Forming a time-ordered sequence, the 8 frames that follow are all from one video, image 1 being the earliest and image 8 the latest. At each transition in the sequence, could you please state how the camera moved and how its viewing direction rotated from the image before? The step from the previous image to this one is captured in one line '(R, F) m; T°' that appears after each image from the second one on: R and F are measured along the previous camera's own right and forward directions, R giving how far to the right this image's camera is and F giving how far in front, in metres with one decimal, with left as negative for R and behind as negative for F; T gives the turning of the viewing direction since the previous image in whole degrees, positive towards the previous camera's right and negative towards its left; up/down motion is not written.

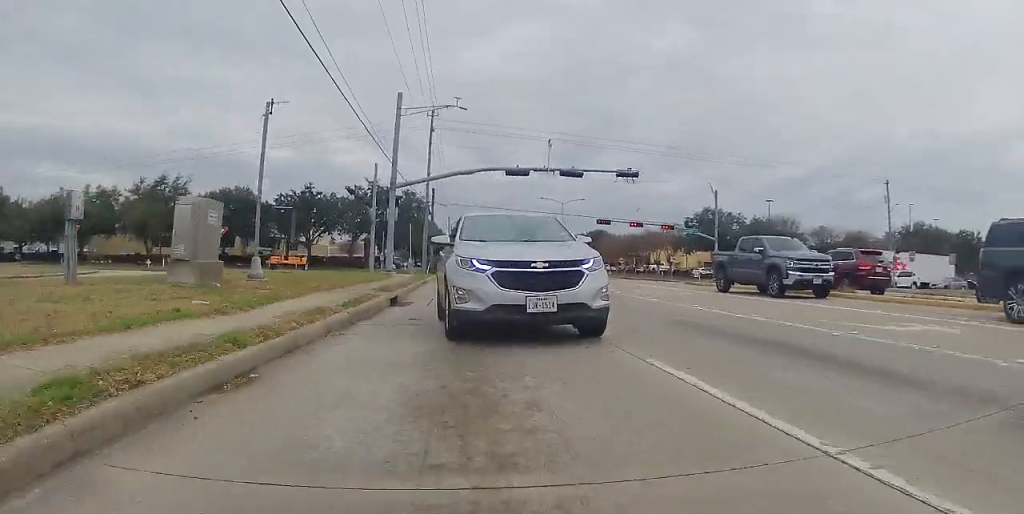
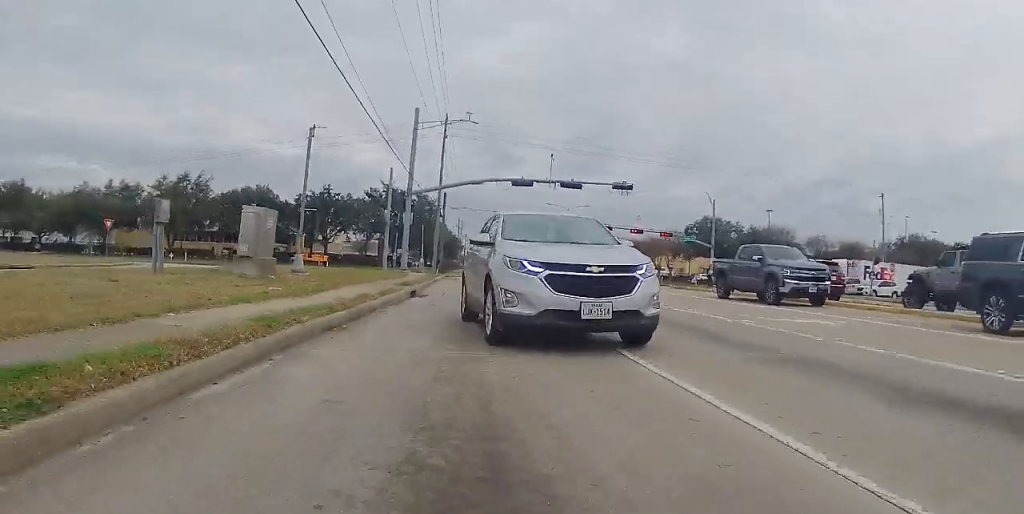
(0.0, +3.0) m; 0°
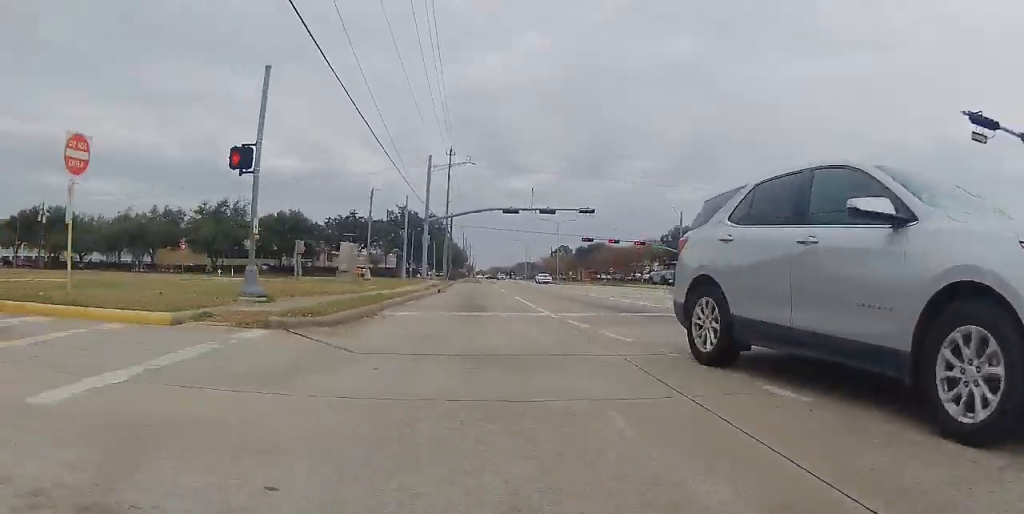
(-0.2, +11.2) m; -2°
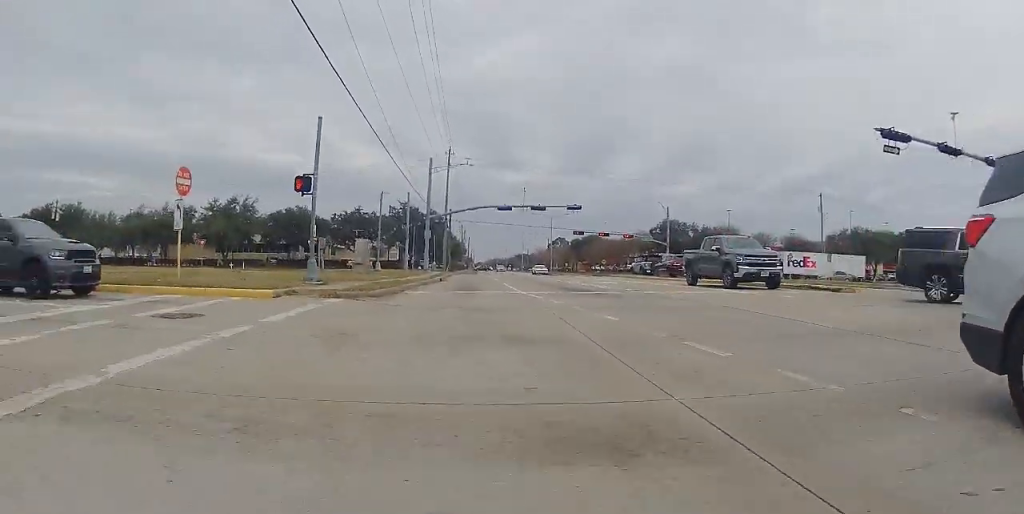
(0.0, +4.4) m; 0°
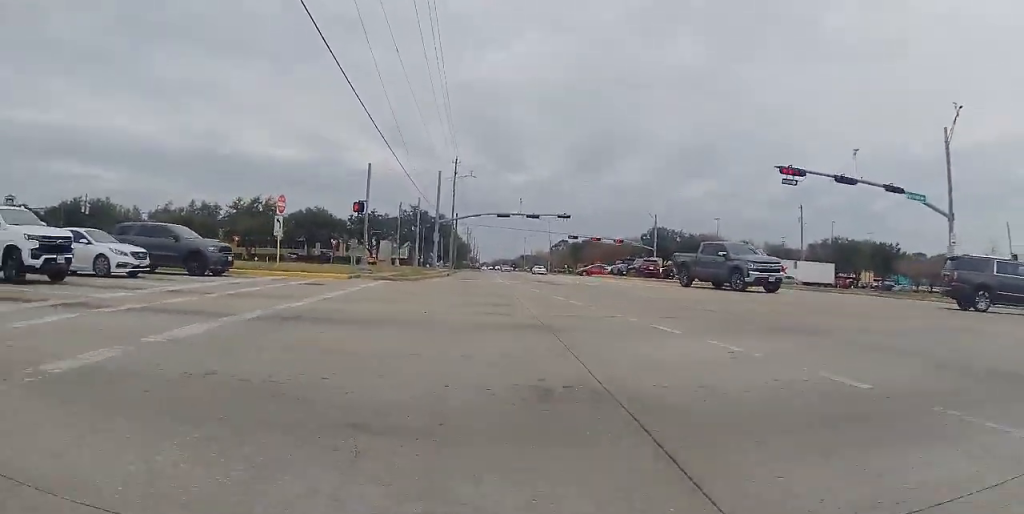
(0.0, +7.6) m; -2°
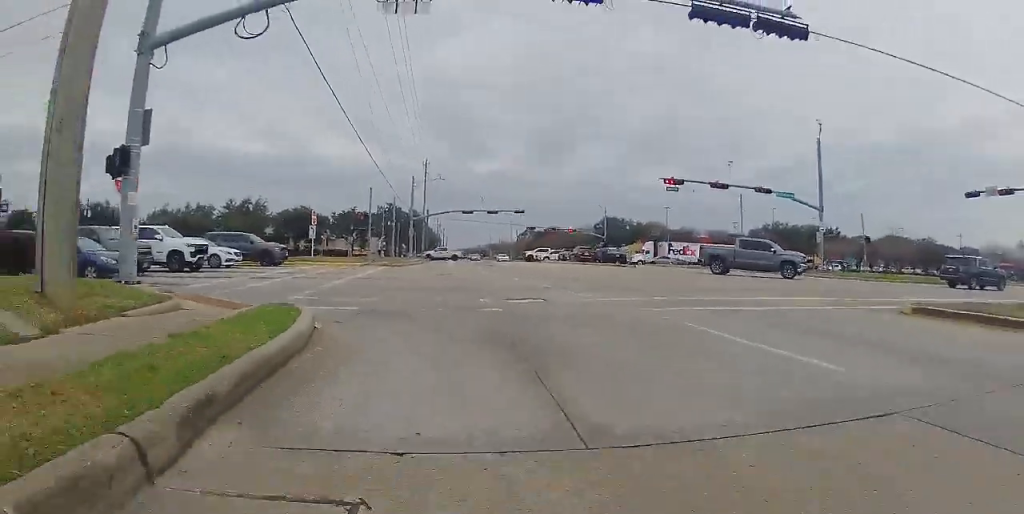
(-0.1, +11.3) m; +2°
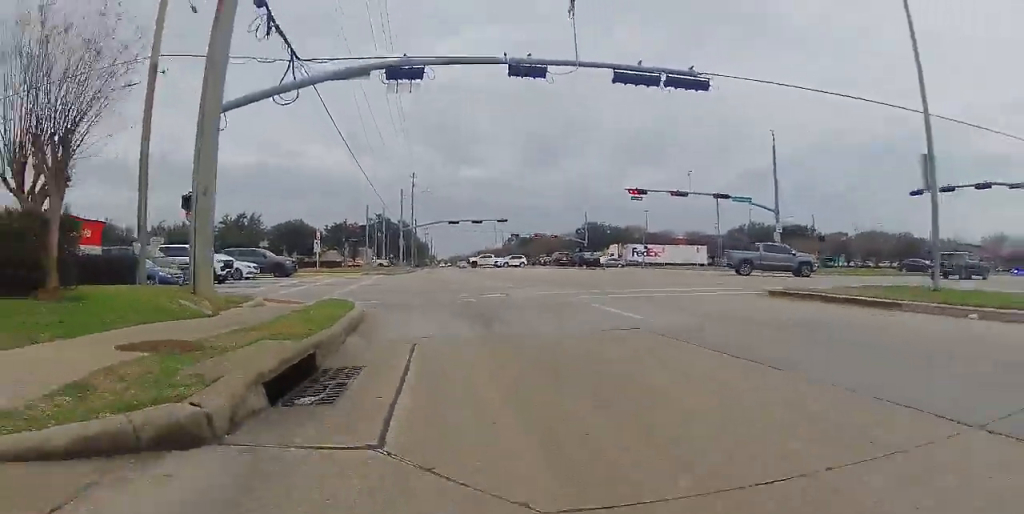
(+0.2, +4.8) m; +2°
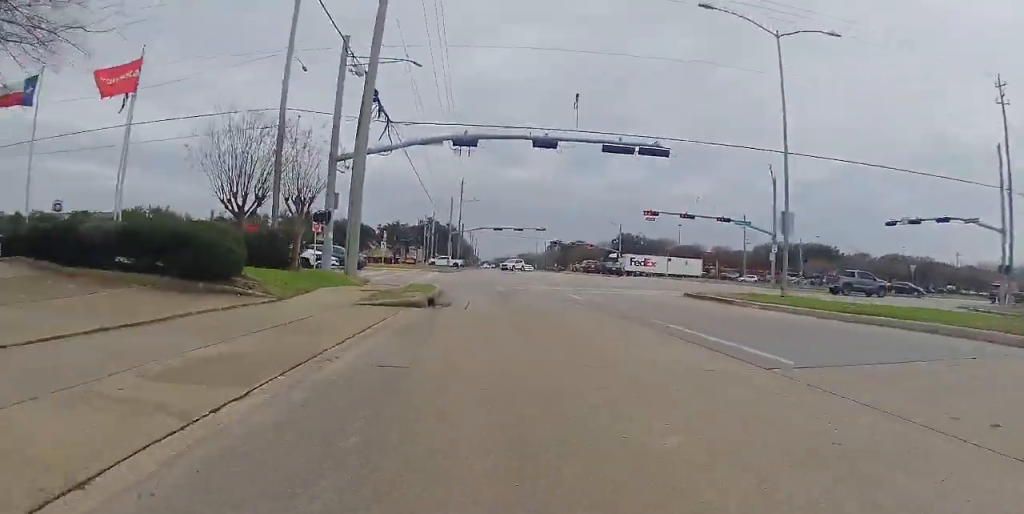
(0.0, +9.3) m; -1°
